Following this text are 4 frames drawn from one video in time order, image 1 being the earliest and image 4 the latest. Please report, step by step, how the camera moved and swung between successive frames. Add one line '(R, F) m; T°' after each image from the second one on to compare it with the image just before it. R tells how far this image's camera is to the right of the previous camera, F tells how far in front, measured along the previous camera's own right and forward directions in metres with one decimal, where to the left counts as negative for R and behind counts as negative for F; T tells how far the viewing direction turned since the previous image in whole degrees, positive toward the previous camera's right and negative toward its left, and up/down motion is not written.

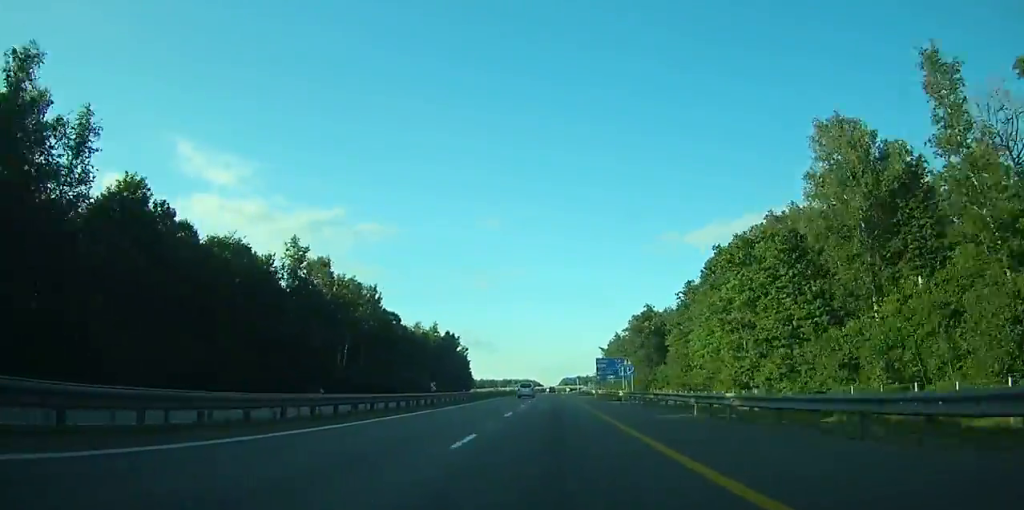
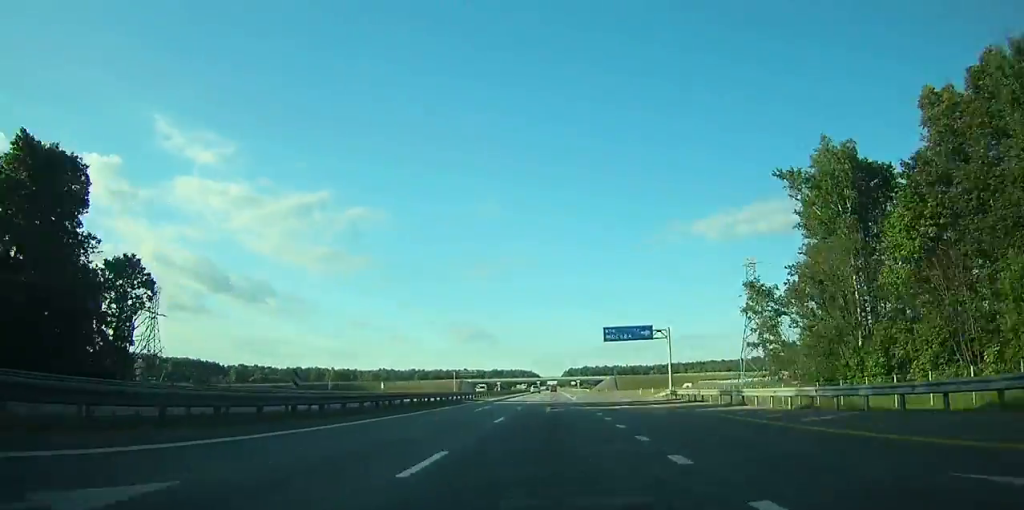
(+0.1, +217.6) m; 0°
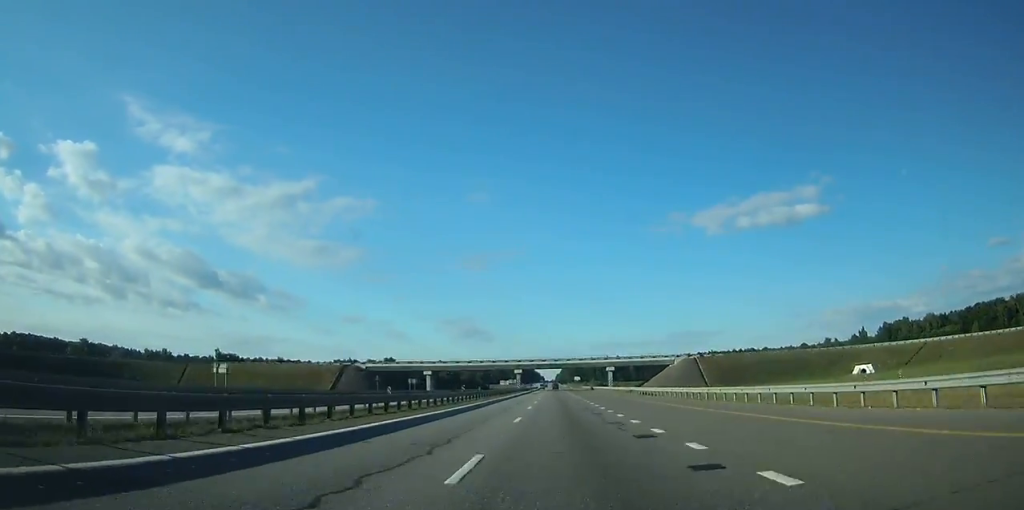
(+0.1, +180.2) m; 0°
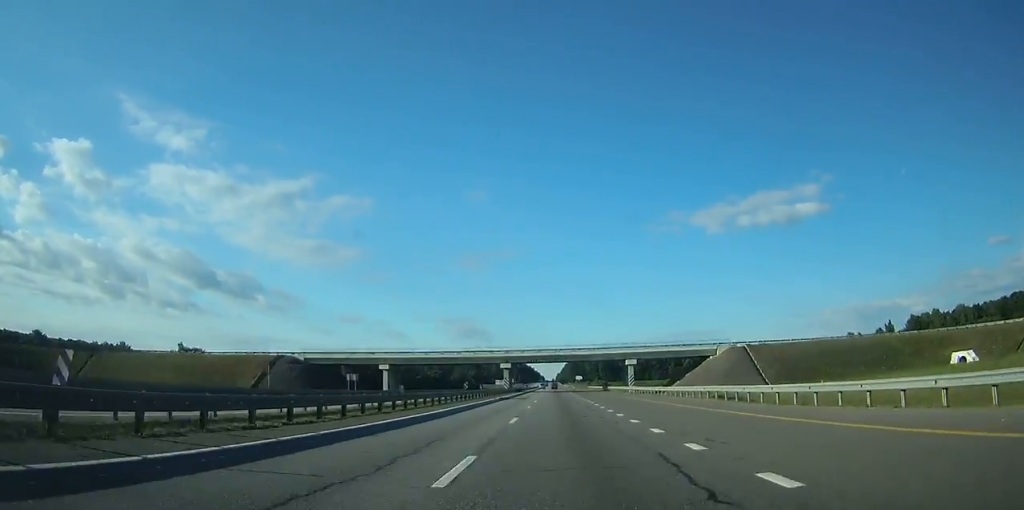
(0.0, +36.3) m; 0°
